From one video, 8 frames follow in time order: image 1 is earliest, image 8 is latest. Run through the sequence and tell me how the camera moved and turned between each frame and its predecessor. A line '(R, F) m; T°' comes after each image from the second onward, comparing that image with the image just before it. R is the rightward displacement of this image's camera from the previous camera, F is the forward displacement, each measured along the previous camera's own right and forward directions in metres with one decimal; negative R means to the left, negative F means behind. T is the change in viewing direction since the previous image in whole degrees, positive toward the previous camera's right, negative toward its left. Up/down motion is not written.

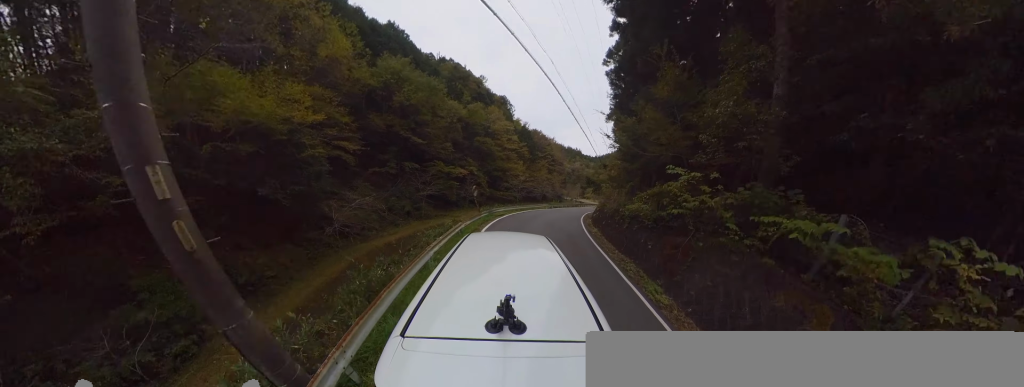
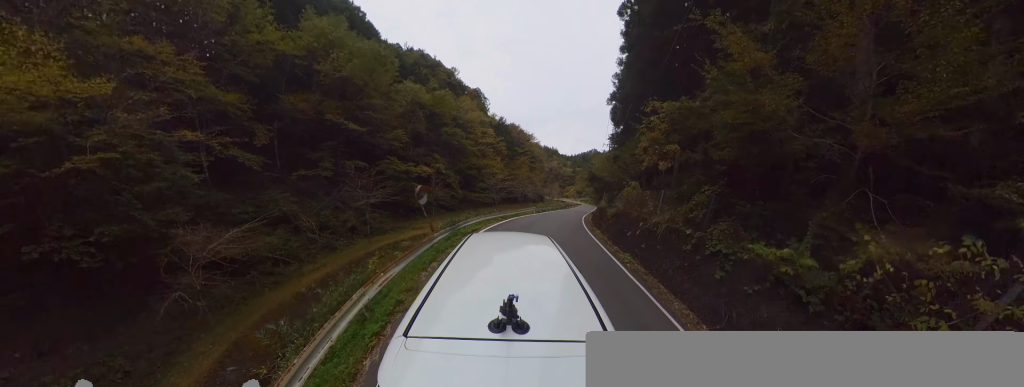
(+0.3, +6.5) m; +3°
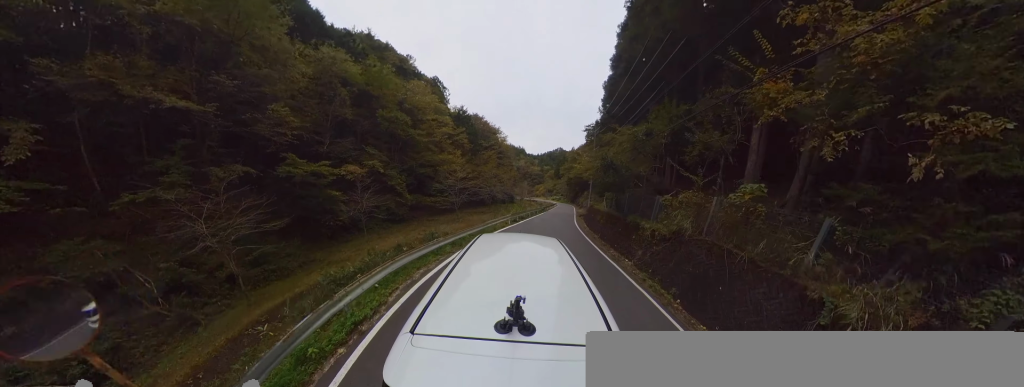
(+0.1, +8.1) m; +5°
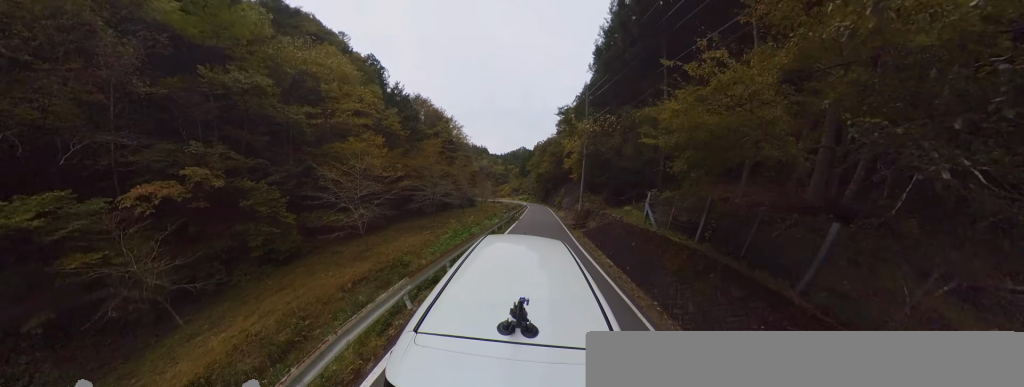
(+1.1, +11.0) m; +12°
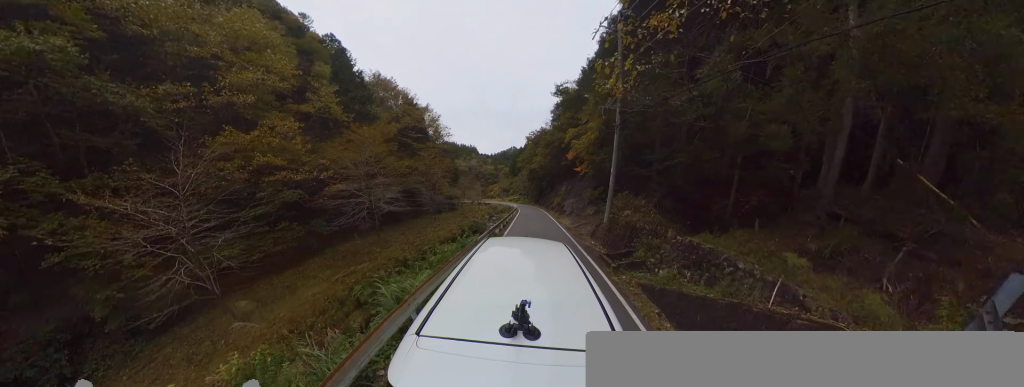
(+0.8, +9.2) m; +6°
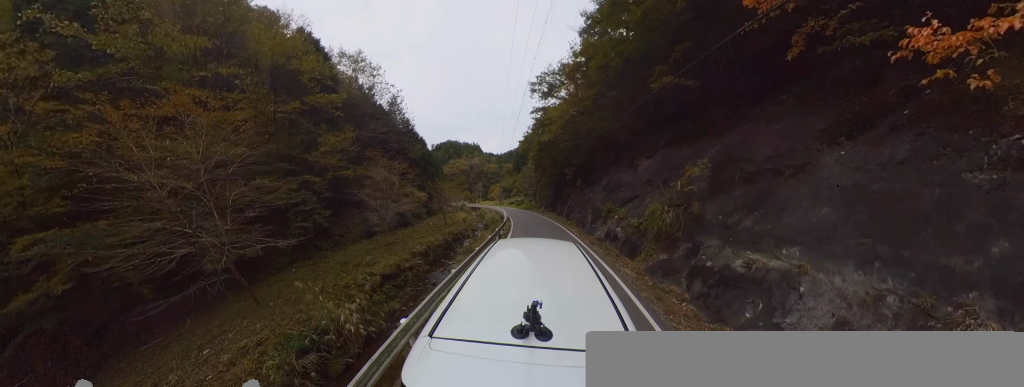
(-0.4, +22.5) m; -5°
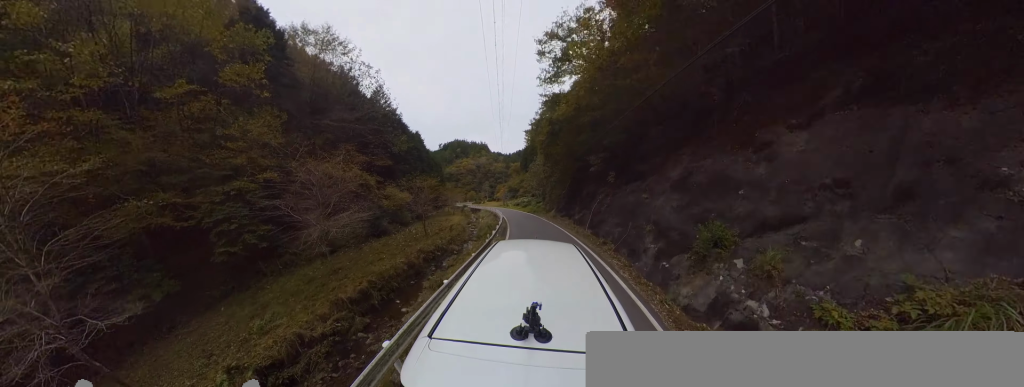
(-0.3, +6.3) m; -2°
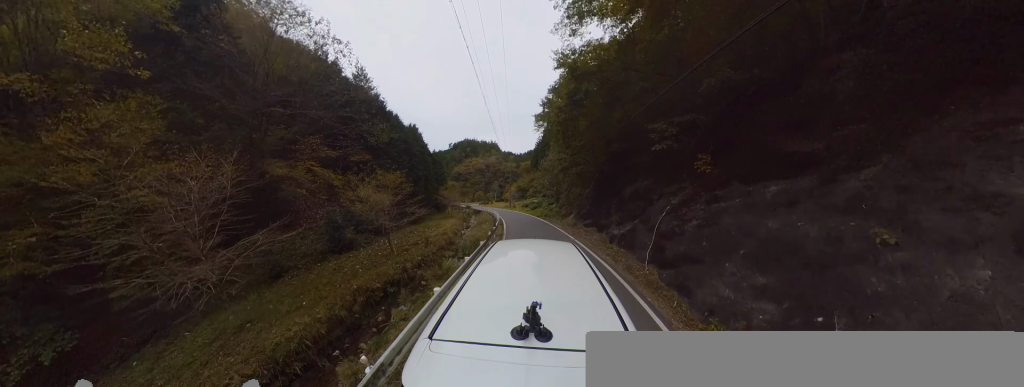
(+0.4, +6.8) m; -4°
